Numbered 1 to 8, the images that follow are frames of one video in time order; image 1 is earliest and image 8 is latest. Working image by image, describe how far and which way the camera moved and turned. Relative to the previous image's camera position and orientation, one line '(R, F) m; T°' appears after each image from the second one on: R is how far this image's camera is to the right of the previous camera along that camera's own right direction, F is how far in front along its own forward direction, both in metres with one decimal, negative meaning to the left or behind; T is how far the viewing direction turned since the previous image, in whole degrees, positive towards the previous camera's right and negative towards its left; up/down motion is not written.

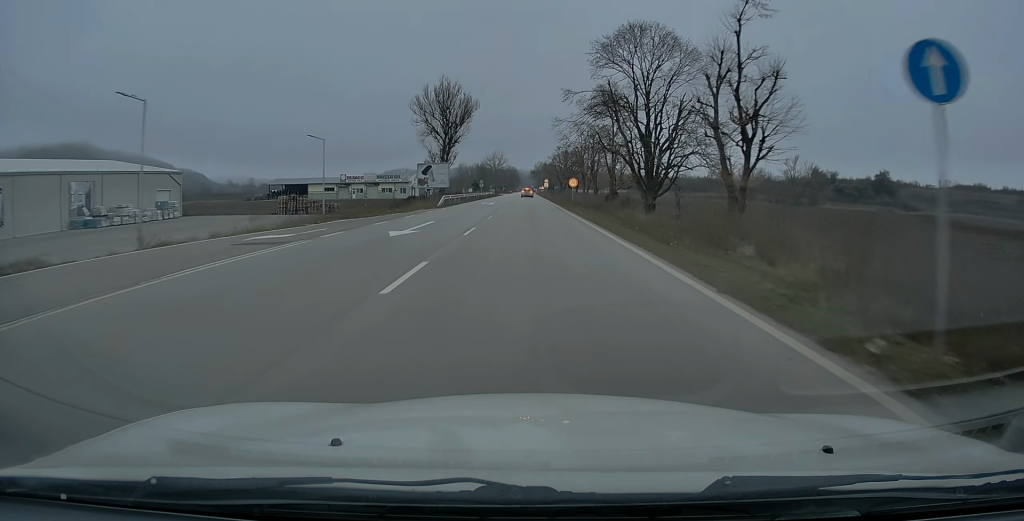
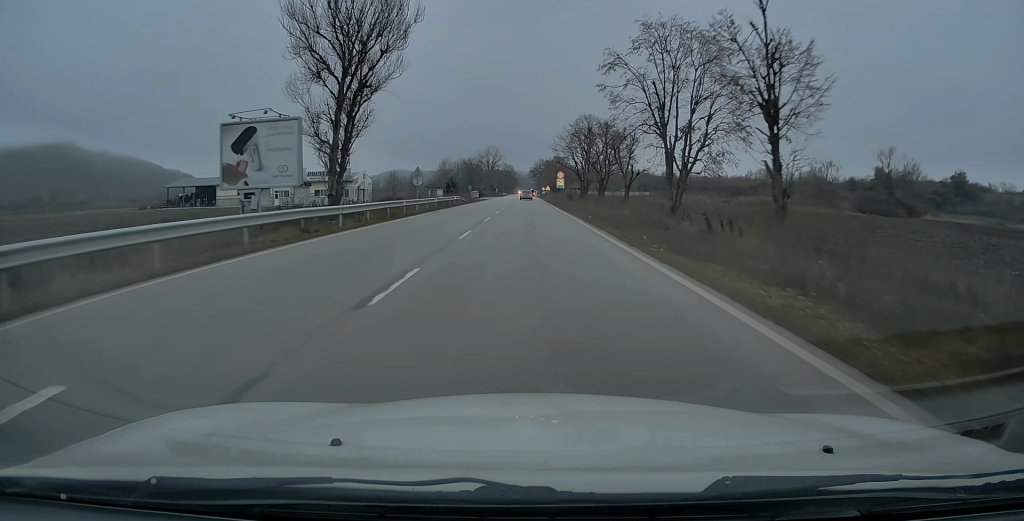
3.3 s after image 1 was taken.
(+0.5, +55.1) m; 0°
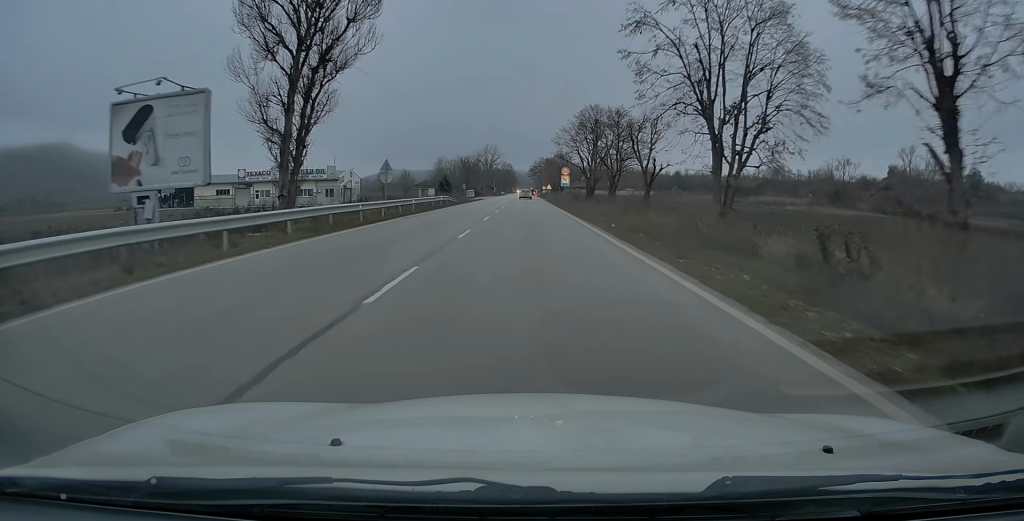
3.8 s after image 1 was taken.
(0.0, +9.0) m; 0°
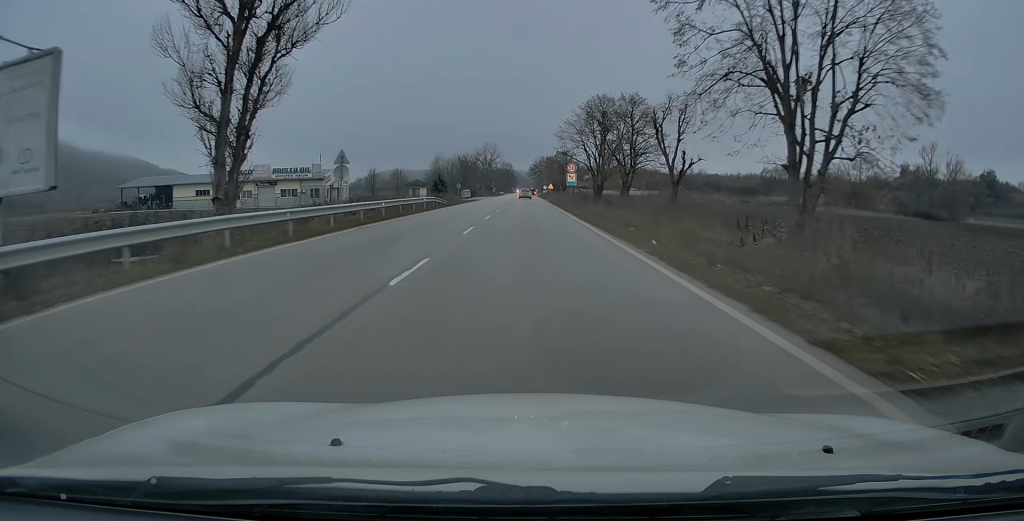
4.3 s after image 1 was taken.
(0.0, +7.8) m; 0°
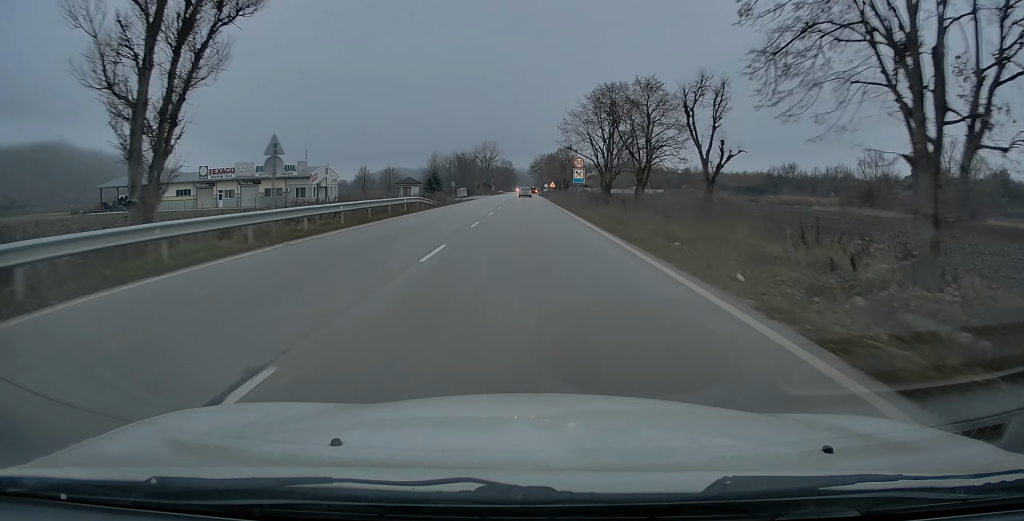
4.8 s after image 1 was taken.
(+0.1, +6.7) m; 0°
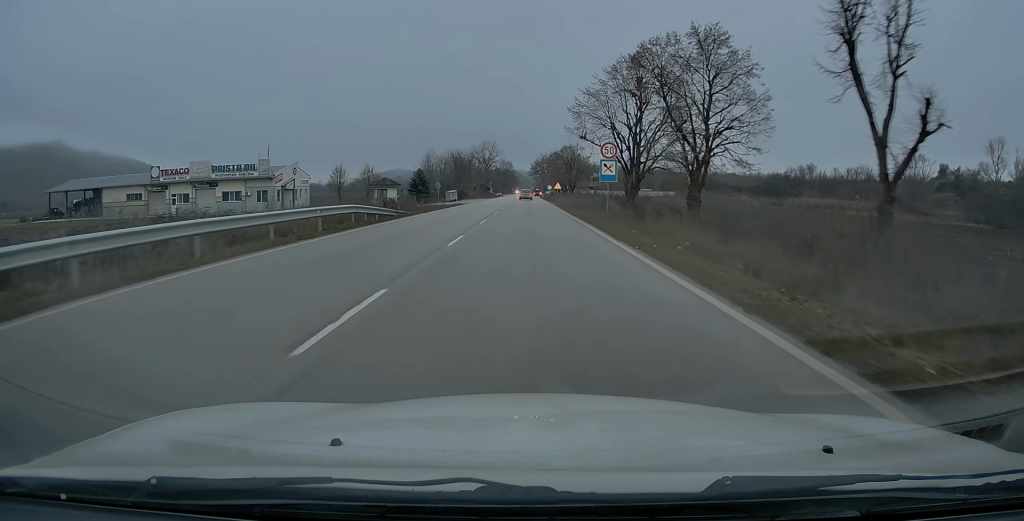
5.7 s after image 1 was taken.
(0.0, +14.8) m; 0°
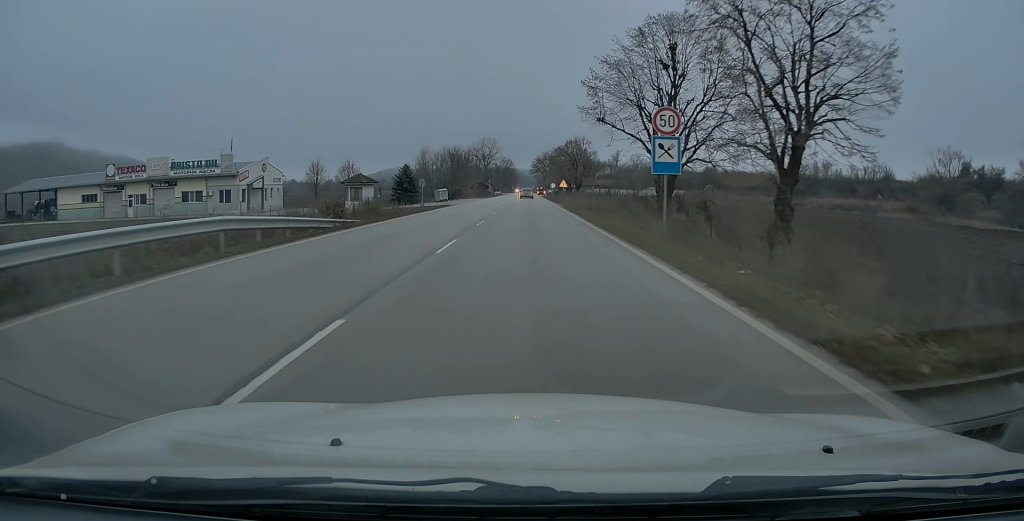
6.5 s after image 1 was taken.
(0.0, +11.0) m; 0°
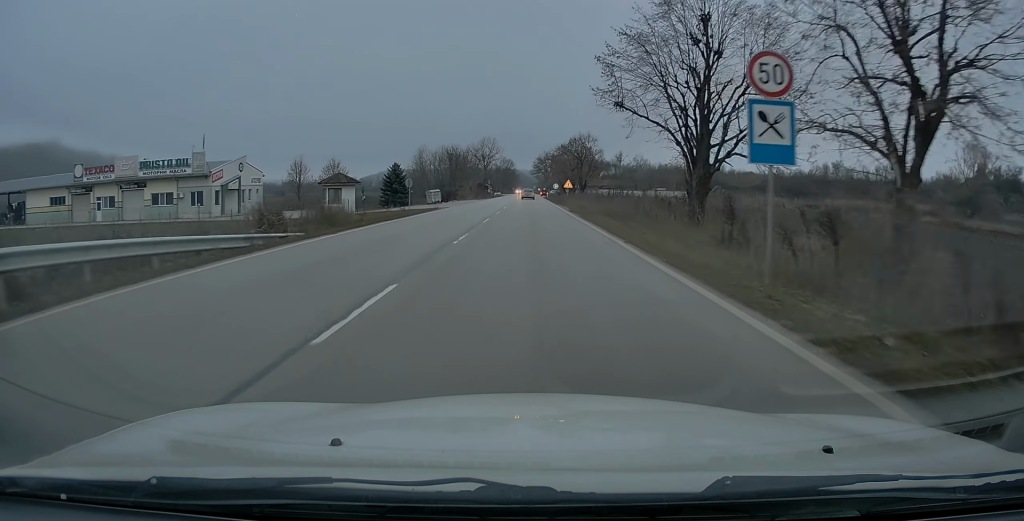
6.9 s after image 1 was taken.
(+0.1, +6.9) m; 0°
